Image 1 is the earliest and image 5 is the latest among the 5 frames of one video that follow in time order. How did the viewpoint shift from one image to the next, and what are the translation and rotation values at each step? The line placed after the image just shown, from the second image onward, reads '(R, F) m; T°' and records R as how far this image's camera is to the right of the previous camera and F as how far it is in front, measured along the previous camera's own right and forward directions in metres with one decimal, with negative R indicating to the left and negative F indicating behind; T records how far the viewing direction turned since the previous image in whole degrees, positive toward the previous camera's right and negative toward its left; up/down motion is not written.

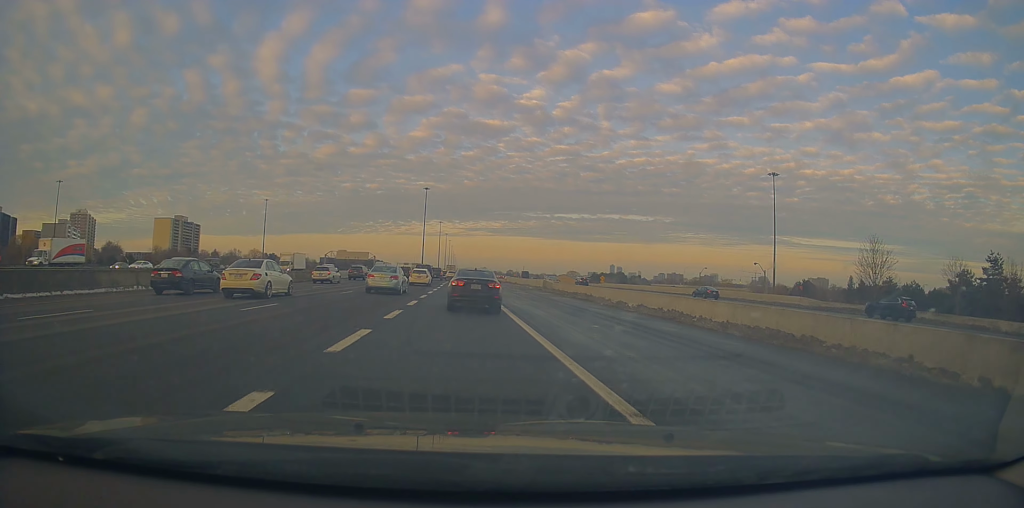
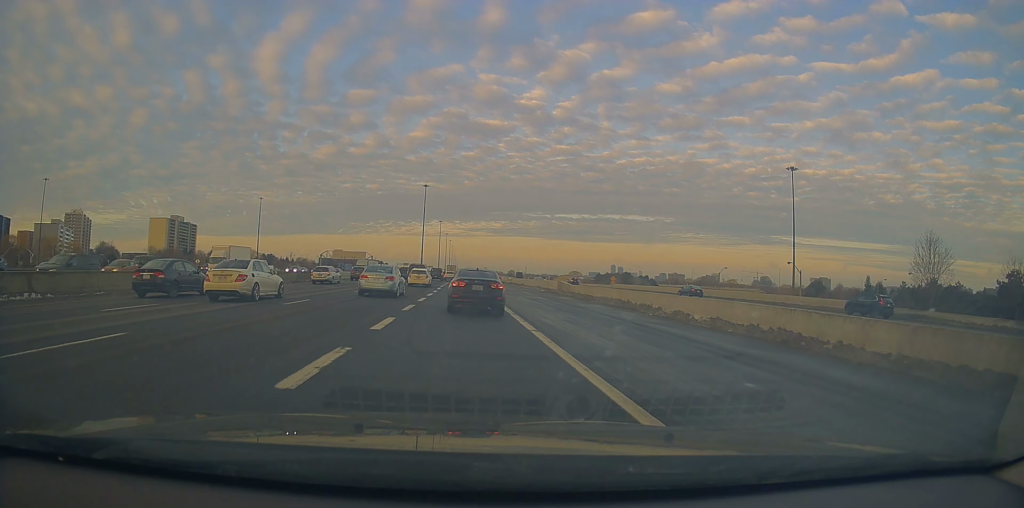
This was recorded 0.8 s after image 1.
(+0.3, +8.8) m; +2°
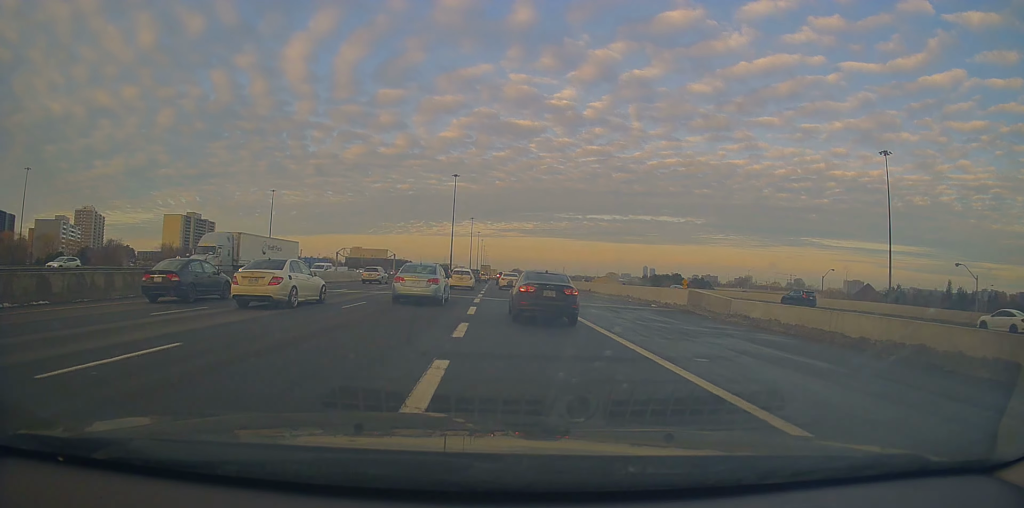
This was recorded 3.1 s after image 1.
(-0.1, +25.9) m; -3°
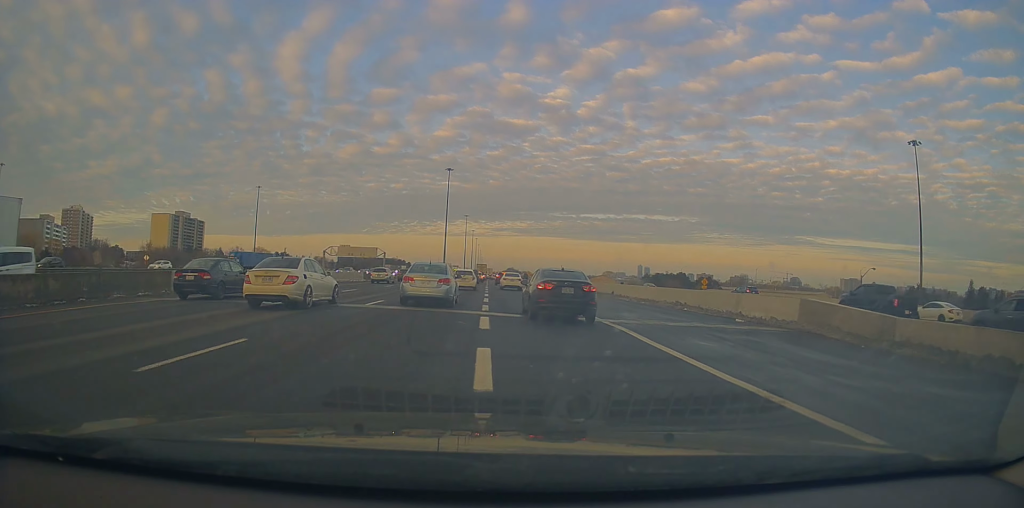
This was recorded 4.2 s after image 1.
(-0.4, +11.7) m; -2°
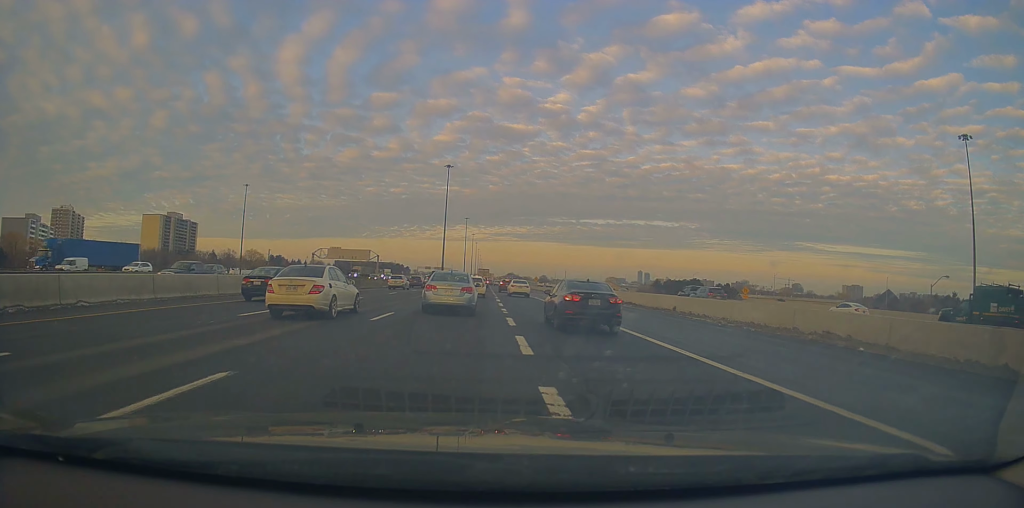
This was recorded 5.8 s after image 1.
(+0.1, +14.5) m; 0°
